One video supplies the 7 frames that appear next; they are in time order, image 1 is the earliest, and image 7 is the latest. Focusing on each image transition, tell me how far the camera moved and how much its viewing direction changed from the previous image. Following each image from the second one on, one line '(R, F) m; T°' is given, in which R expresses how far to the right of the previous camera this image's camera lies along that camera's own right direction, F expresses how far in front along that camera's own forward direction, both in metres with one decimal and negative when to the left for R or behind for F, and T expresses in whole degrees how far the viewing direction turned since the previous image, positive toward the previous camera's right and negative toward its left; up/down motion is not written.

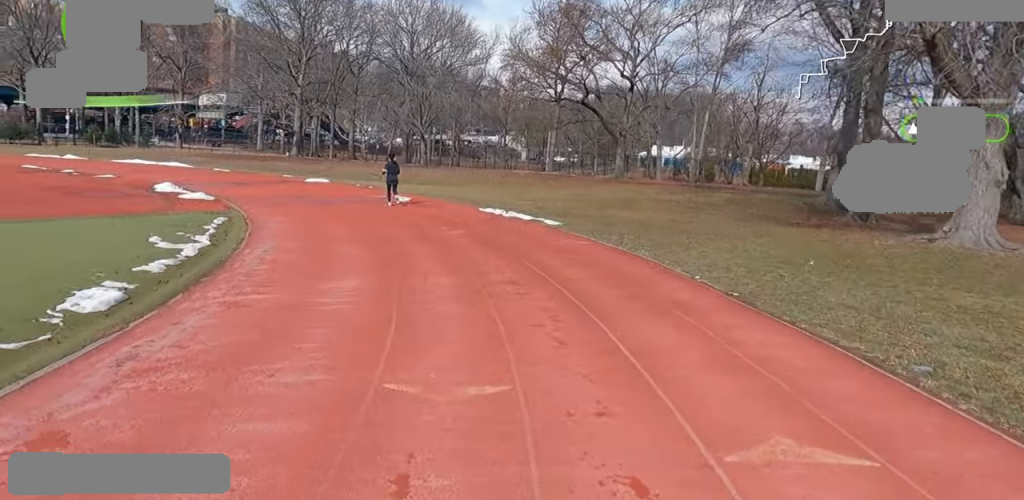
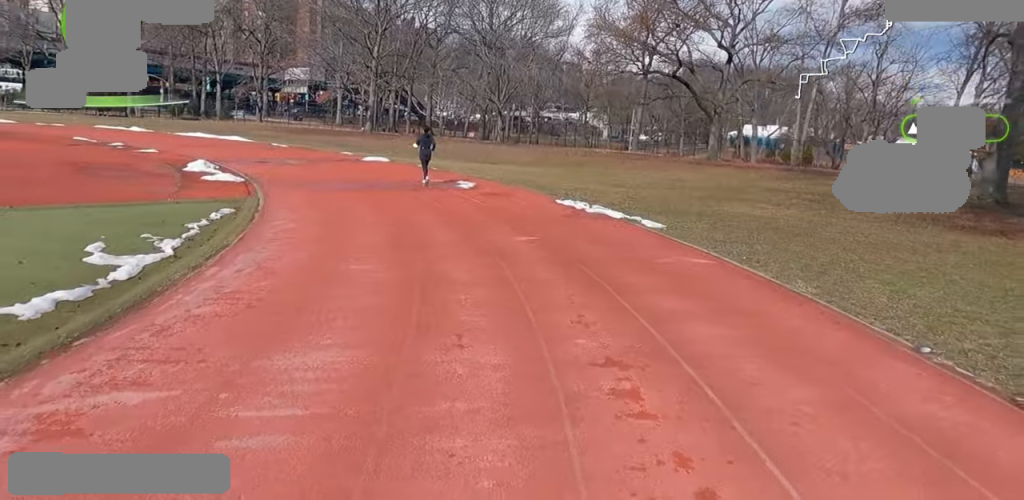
(-0.6, +3.4) m; -2°
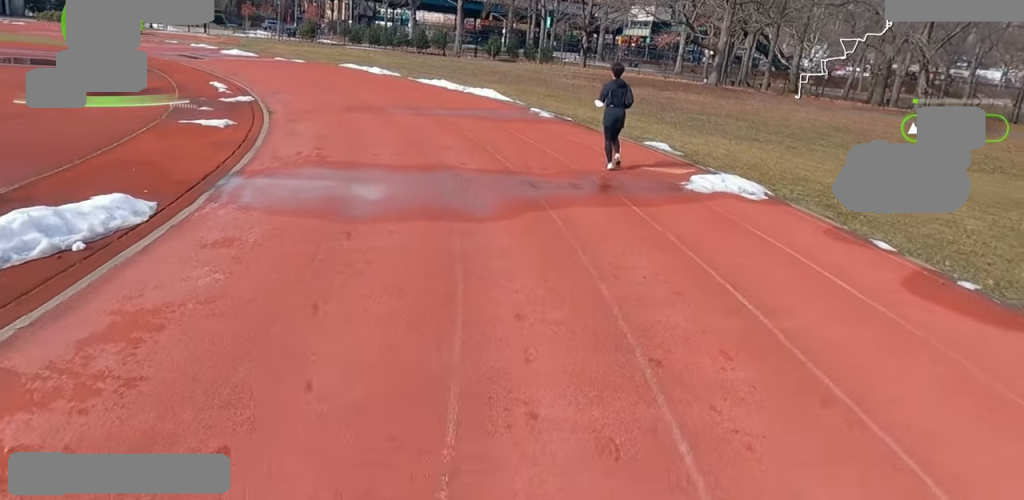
(-2.1, +16.0) m; -28°
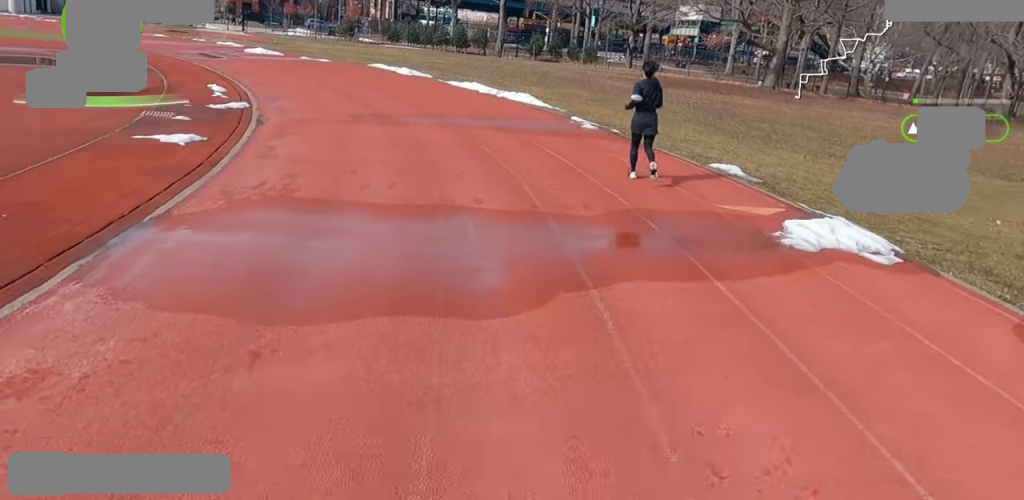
(-0.2, +2.4) m; -3°
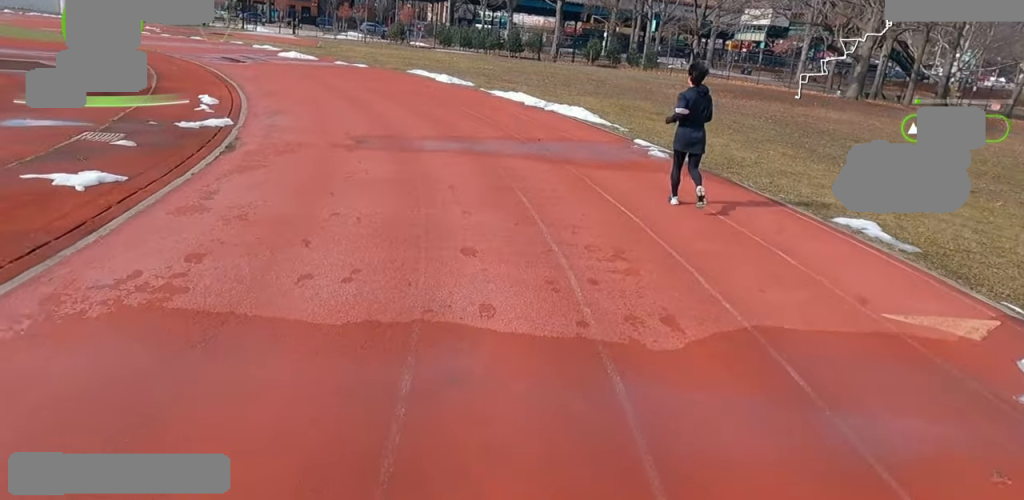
(-0.4, +2.9) m; 0°
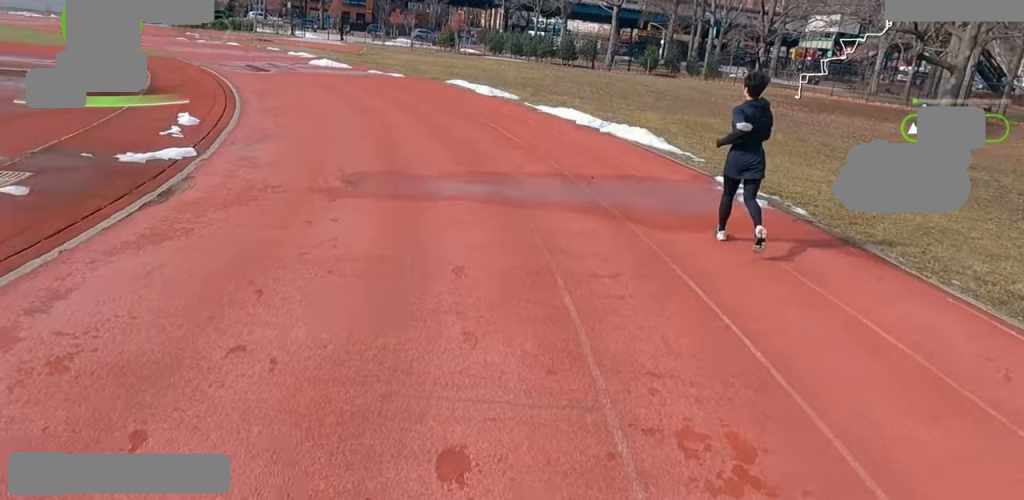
(+0.3, +2.7) m; 0°
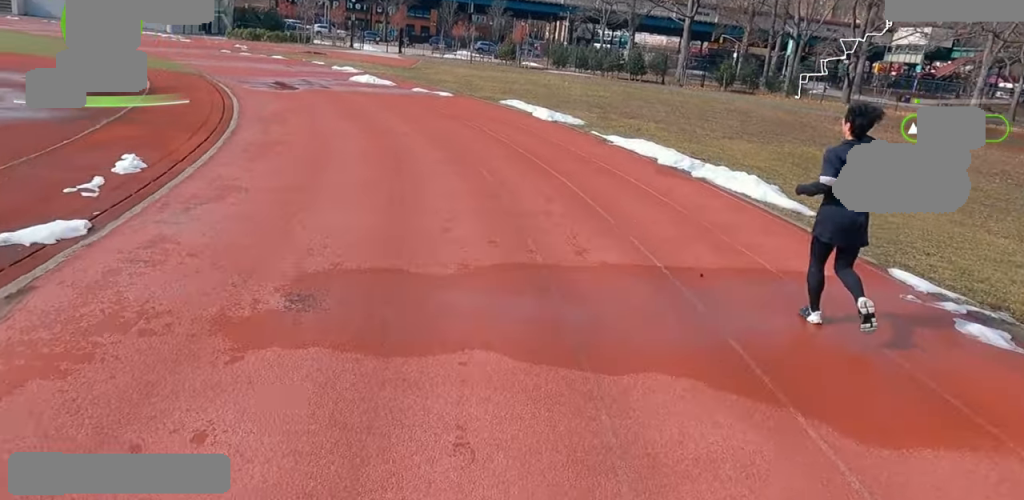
(+0.2, +3.3) m; -5°
